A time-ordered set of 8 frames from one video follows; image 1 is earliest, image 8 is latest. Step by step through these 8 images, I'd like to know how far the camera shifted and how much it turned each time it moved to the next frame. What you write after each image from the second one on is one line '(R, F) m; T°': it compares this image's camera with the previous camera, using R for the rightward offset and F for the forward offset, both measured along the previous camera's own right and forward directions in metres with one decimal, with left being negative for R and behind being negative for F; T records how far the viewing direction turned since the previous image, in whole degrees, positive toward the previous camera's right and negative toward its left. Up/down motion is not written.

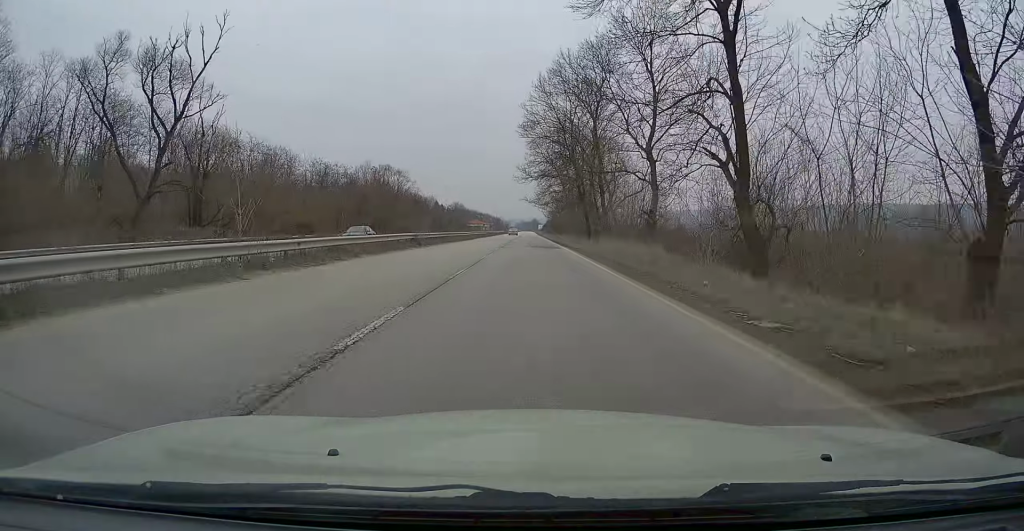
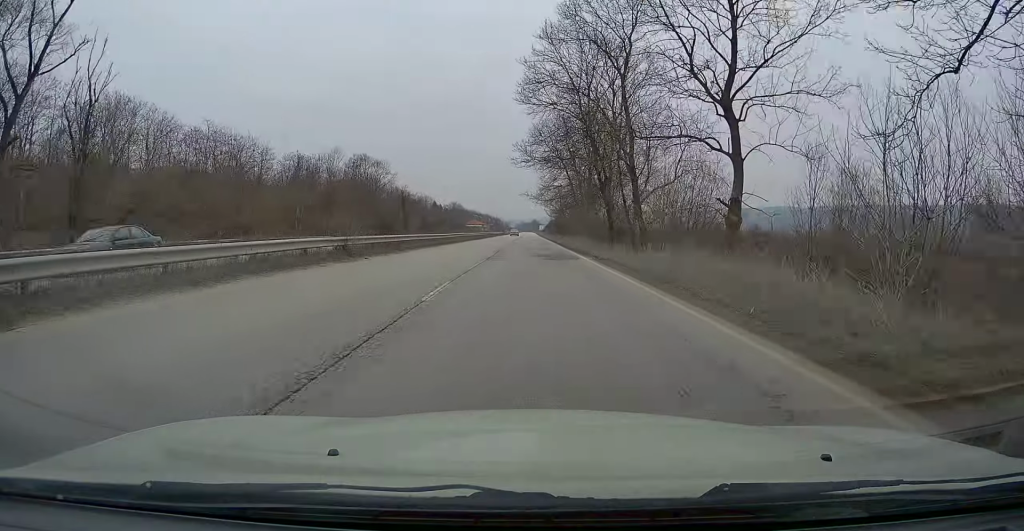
(0.0, +13.8) m; 0°
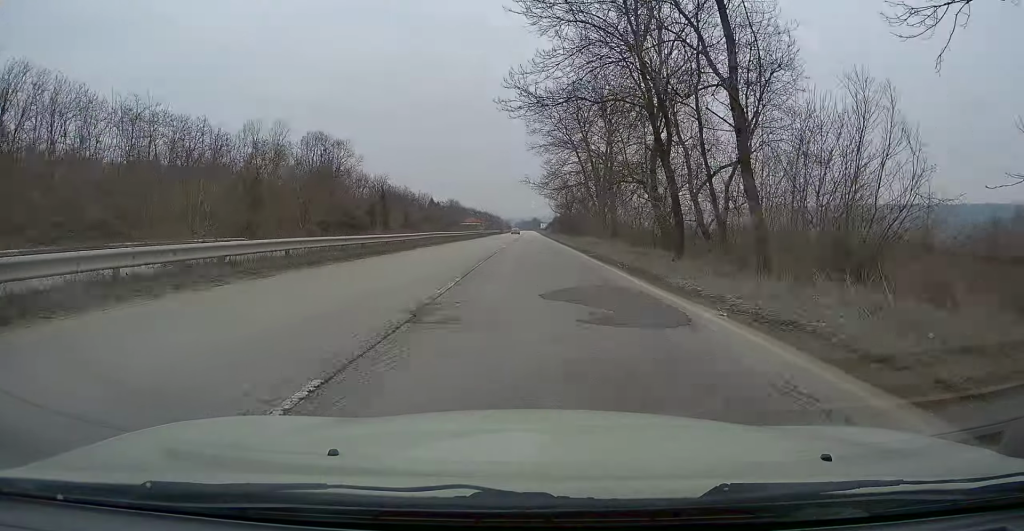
(+0.1, +16.9) m; 0°
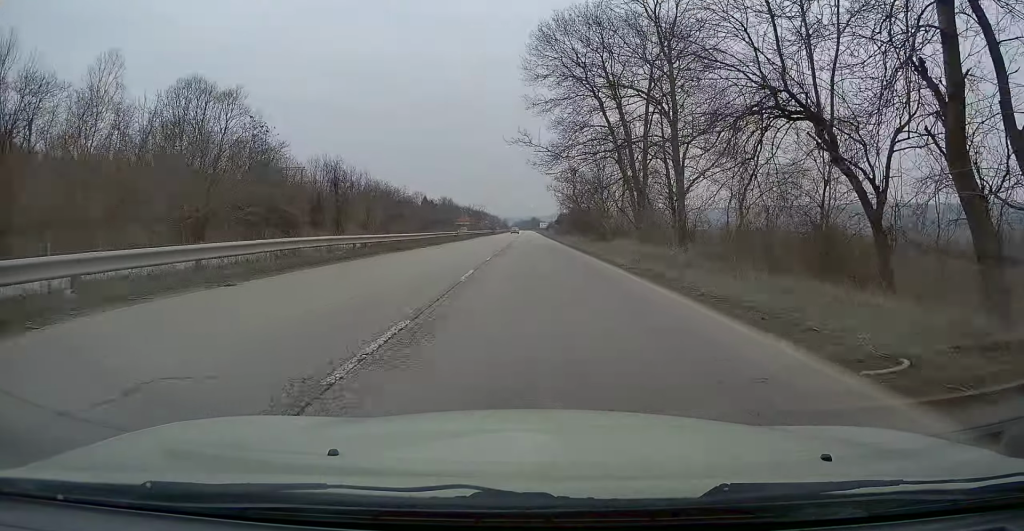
(-0.2, +23.9) m; 0°
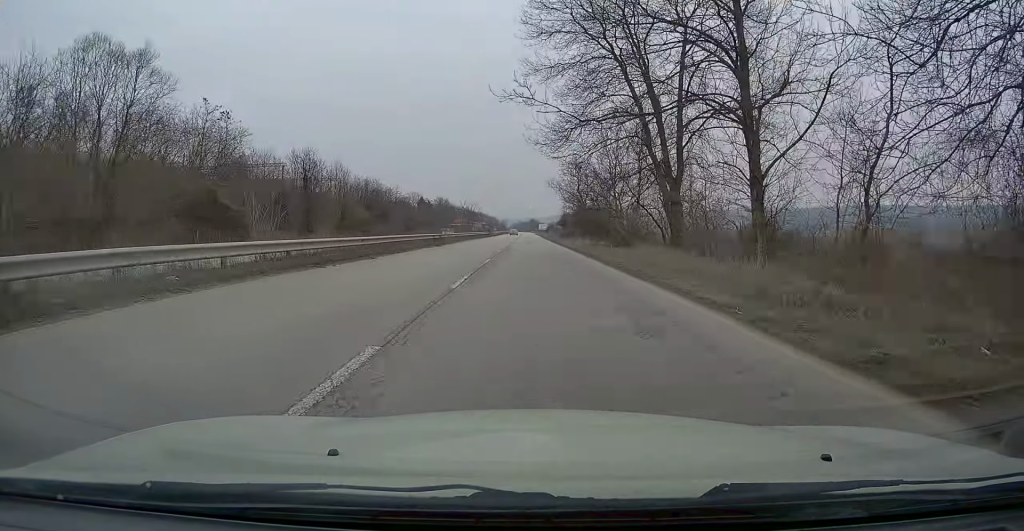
(-0.1, +10.3) m; 0°
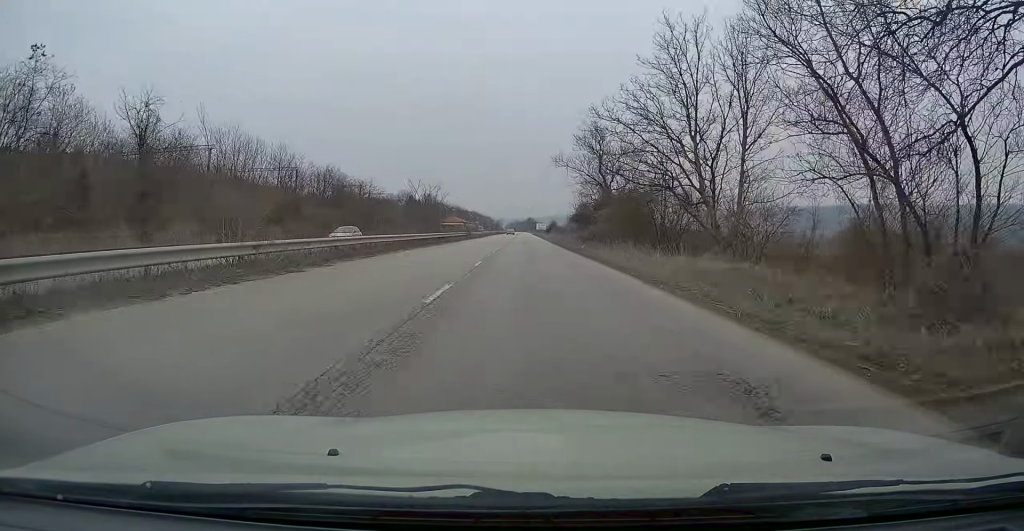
(+0.2, +29.3) m; 0°
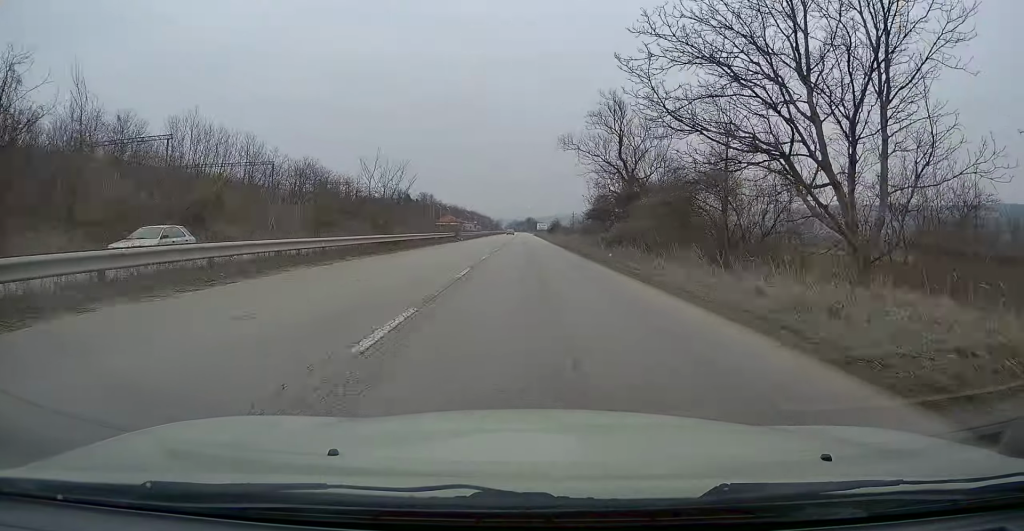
(-0.2, +12.6) m; 0°
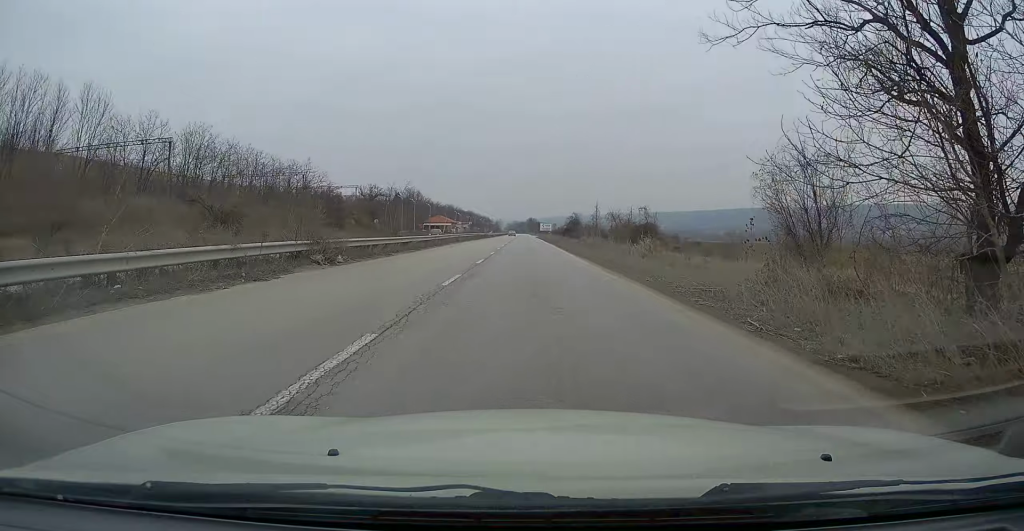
(+0.5, +37.5) m; +1°
